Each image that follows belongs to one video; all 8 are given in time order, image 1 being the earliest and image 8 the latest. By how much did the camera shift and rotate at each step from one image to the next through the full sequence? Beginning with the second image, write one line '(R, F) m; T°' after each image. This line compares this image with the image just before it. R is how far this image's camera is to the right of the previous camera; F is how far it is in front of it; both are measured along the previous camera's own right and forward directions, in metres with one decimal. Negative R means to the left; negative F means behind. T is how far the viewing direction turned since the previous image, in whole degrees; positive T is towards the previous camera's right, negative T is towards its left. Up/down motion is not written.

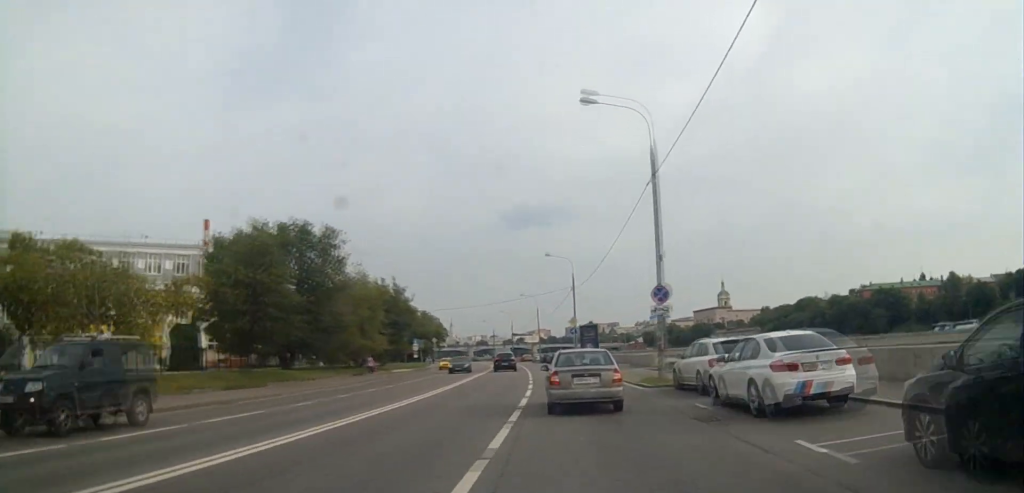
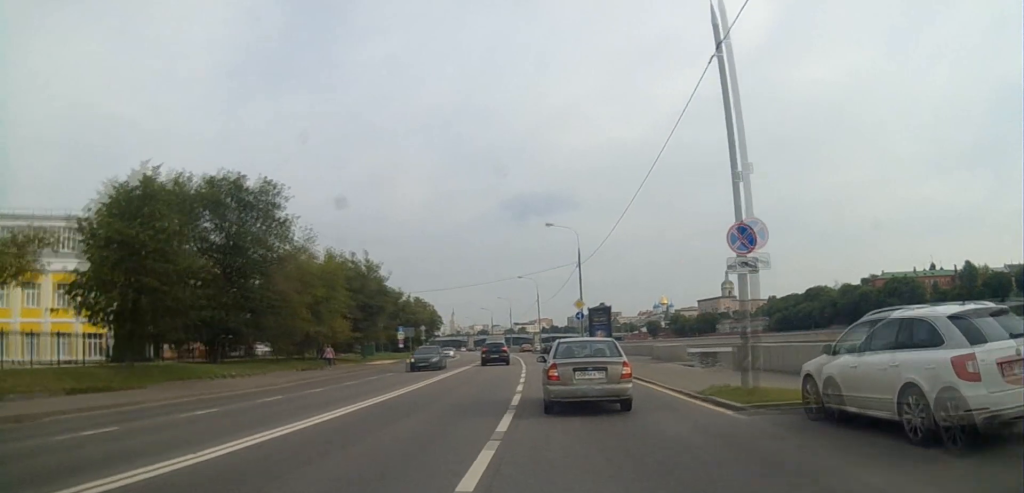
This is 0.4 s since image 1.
(+0.1, +11.1) m; -2°
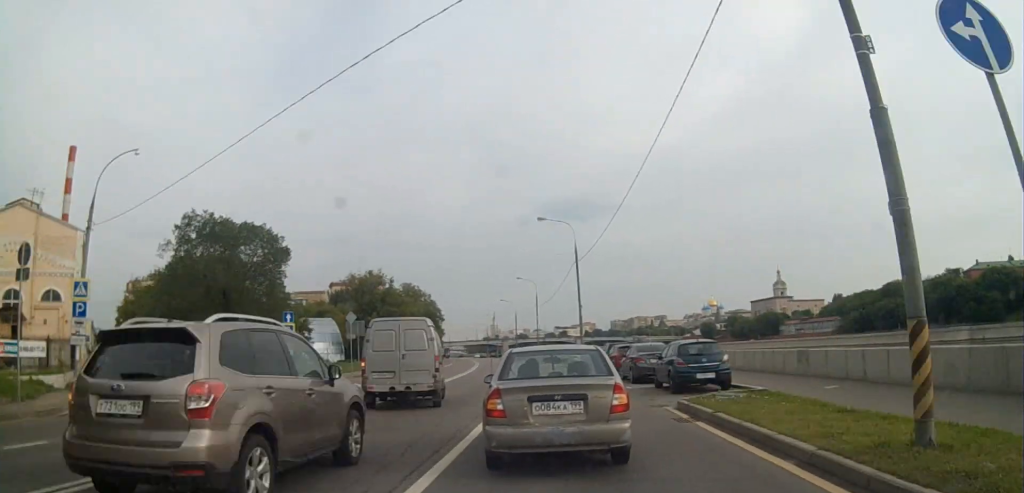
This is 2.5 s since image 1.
(-3.9, +50.2) m; -8°
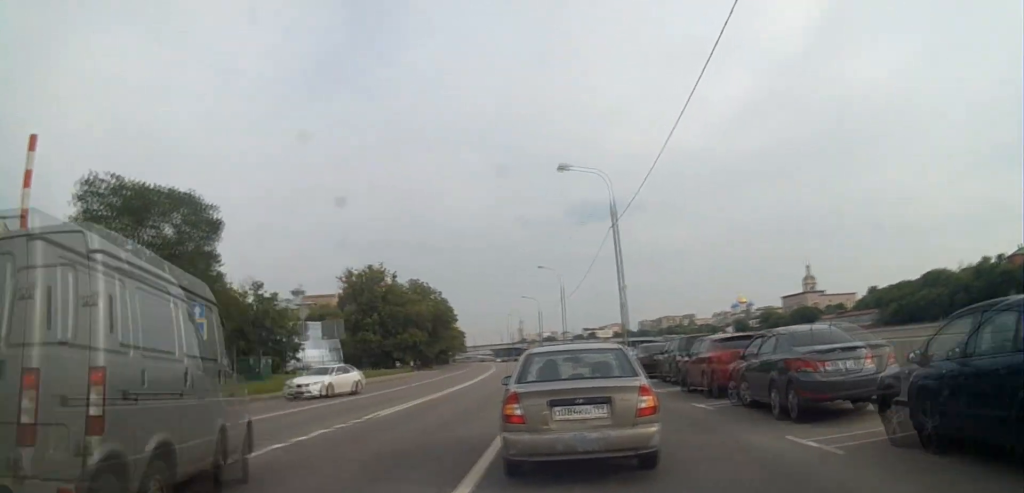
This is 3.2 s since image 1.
(-0.6, +14.6) m; -2°
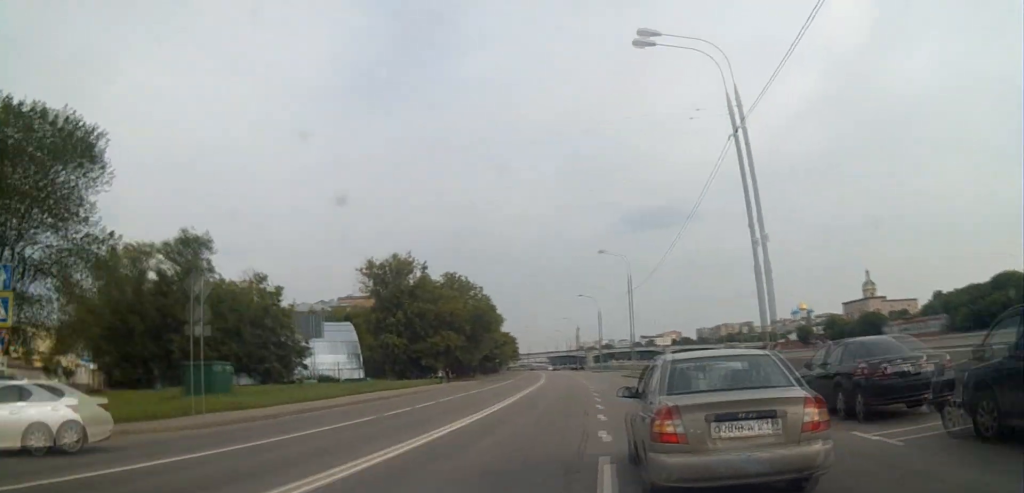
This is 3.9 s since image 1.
(-0.1, +15.5) m; 0°
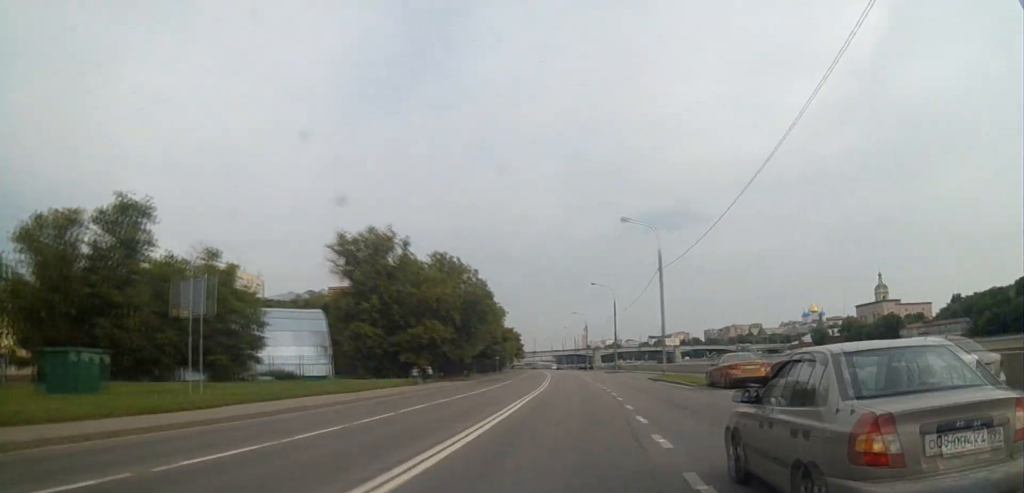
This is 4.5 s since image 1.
(0.0, +12.2) m; -1°
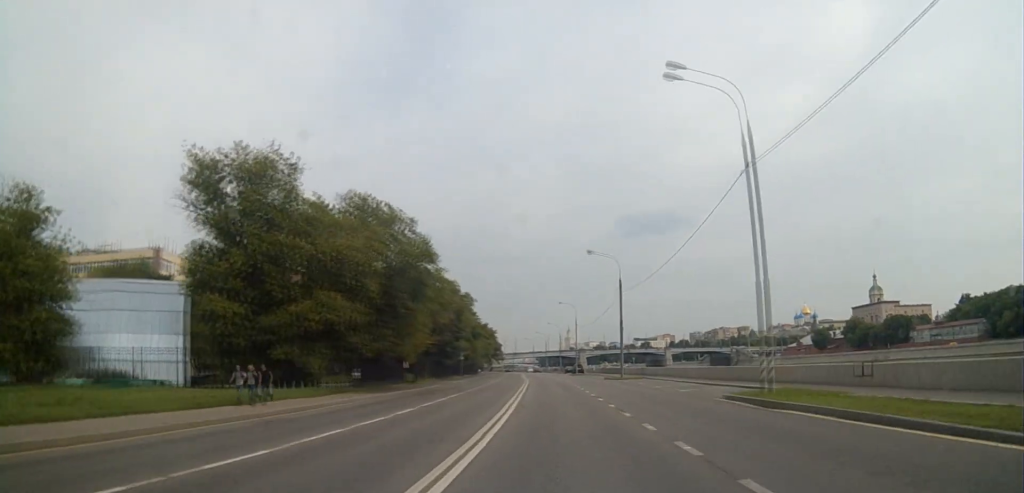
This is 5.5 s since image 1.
(-0.2, +22.0) m; -3°
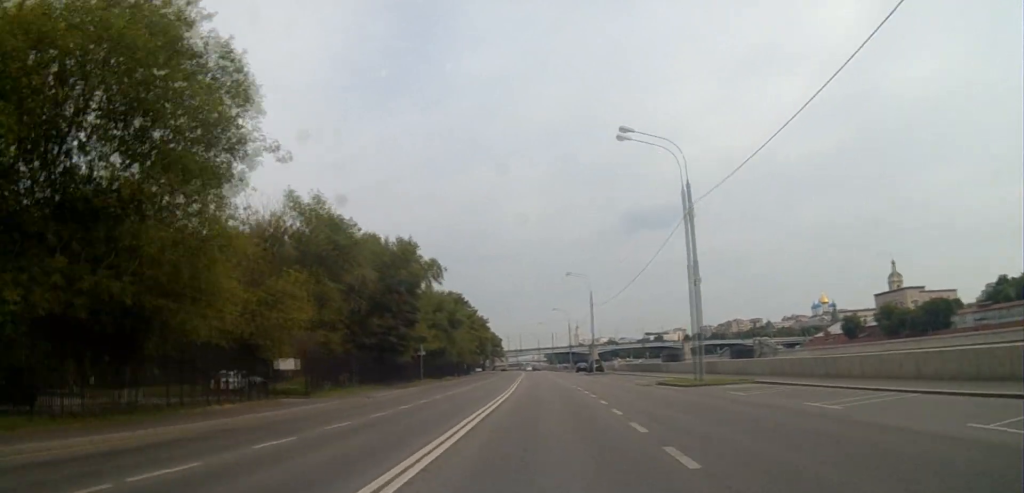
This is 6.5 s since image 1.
(-1.2, +26.7) m; -3°
